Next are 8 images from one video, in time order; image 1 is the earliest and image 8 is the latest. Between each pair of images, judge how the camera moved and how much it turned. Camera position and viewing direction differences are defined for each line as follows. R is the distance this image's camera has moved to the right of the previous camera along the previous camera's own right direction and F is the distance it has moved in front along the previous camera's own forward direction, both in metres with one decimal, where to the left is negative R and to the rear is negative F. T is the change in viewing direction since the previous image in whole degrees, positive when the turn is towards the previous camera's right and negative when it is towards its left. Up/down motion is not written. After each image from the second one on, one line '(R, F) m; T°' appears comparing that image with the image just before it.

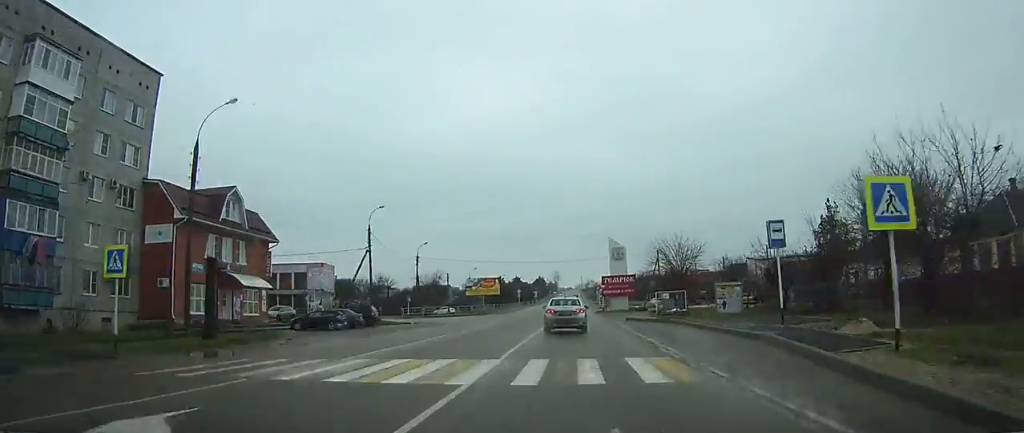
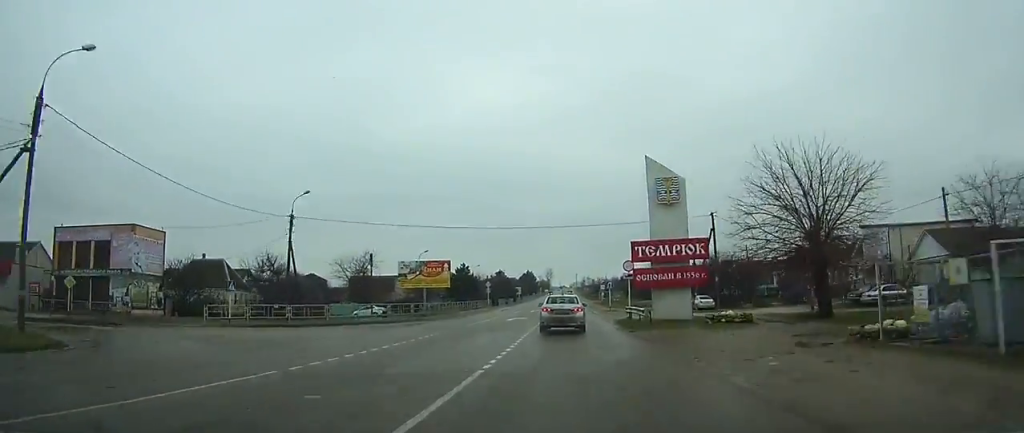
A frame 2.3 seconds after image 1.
(+0.2, +38.6) m; +1°
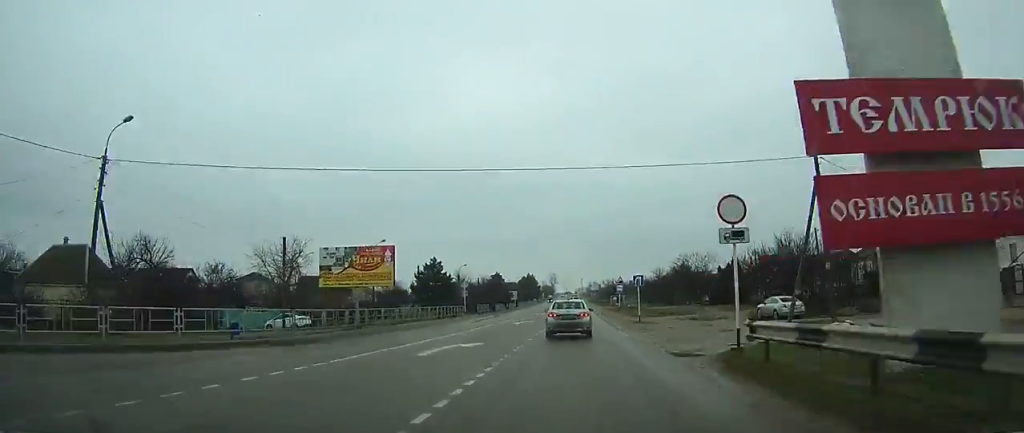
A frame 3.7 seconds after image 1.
(+0.1, +22.9) m; 0°
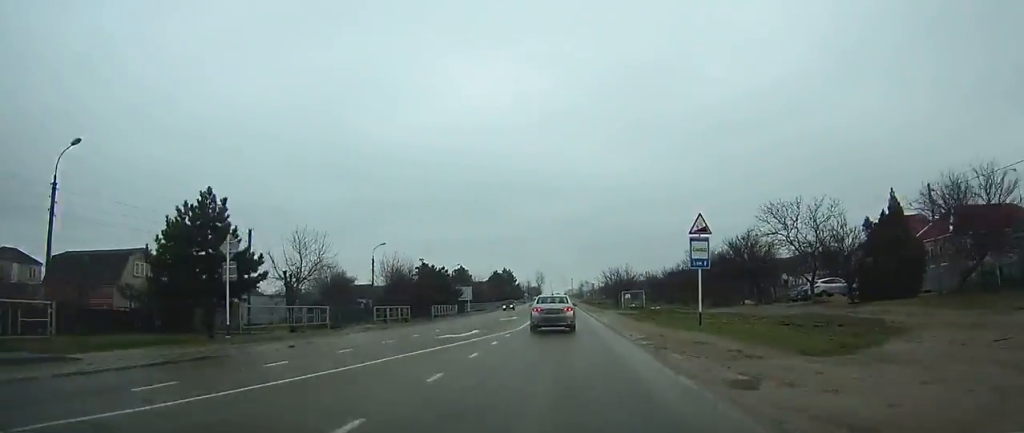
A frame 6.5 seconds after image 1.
(+0.1, +44.0) m; 0°
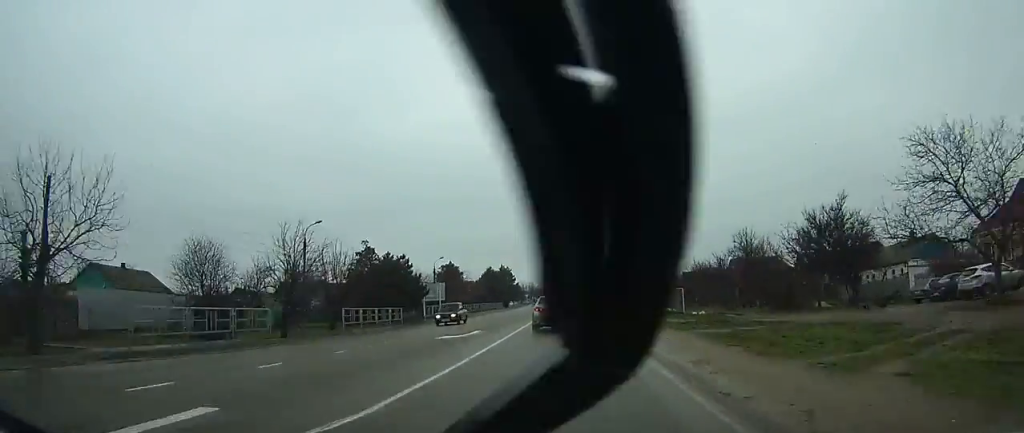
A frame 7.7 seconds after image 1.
(0.0, +20.2) m; 0°
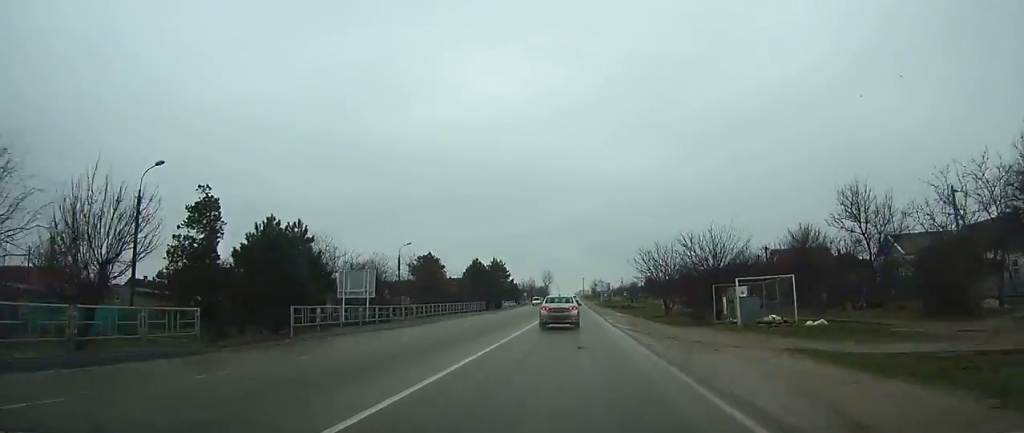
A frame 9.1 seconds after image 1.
(0.0, +22.3) m; 0°
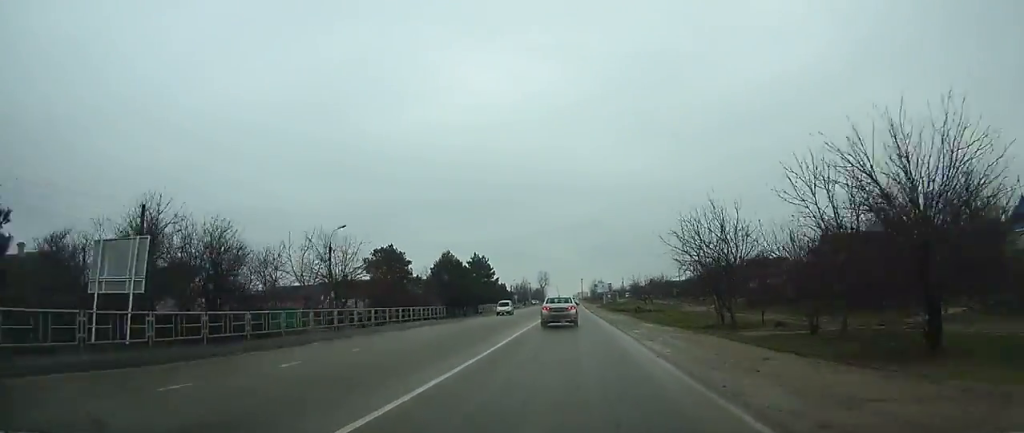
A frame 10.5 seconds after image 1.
(+0.1, +21.3) m; 0°
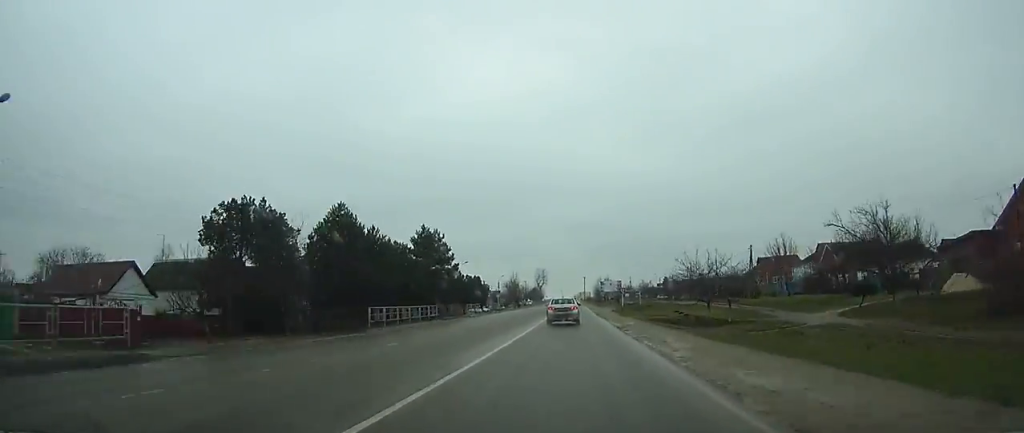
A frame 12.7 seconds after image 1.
(-0.2, +36.7) m; 0°
